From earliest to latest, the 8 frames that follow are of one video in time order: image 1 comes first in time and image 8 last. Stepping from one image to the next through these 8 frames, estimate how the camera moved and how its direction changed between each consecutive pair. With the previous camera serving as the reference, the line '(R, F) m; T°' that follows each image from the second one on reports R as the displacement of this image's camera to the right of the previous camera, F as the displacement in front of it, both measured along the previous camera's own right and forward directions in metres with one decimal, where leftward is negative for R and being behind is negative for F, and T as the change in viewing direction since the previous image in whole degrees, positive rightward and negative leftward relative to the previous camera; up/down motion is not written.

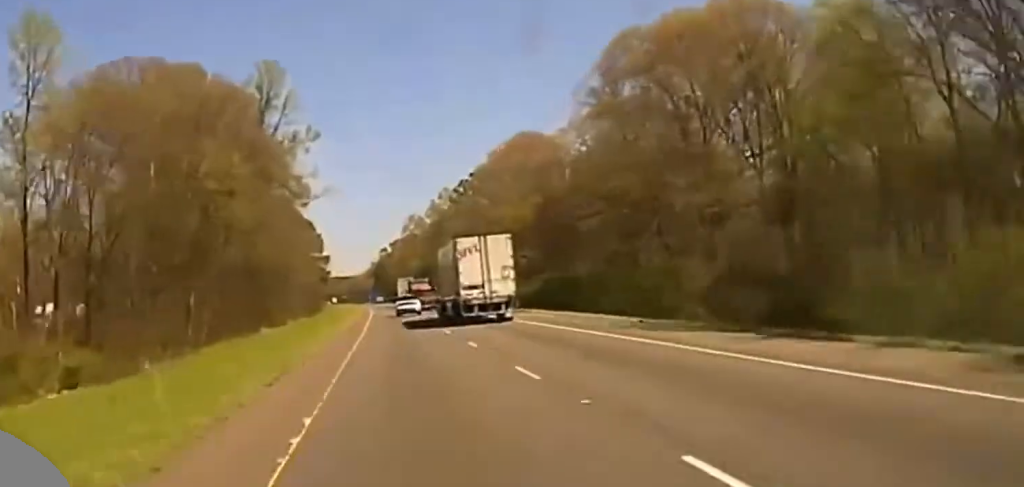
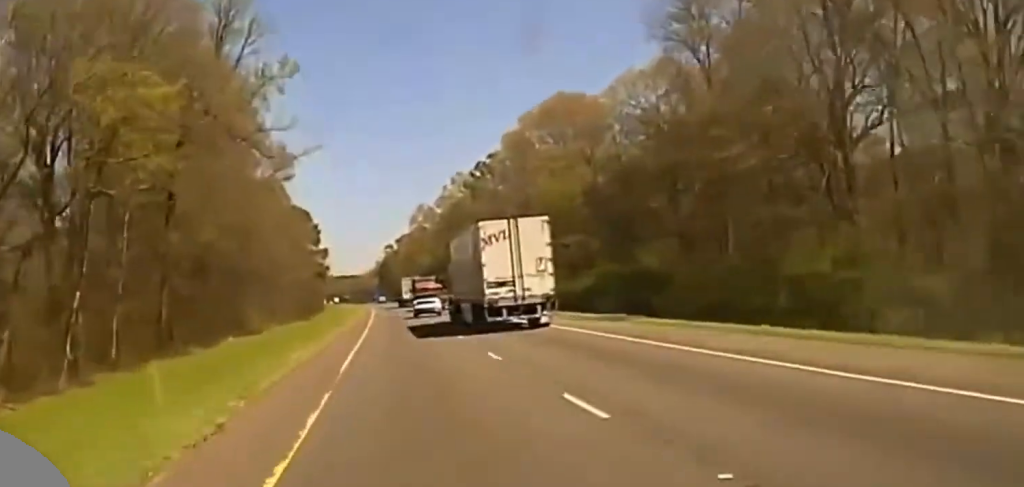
(-0.2, +30.1) m; 0°
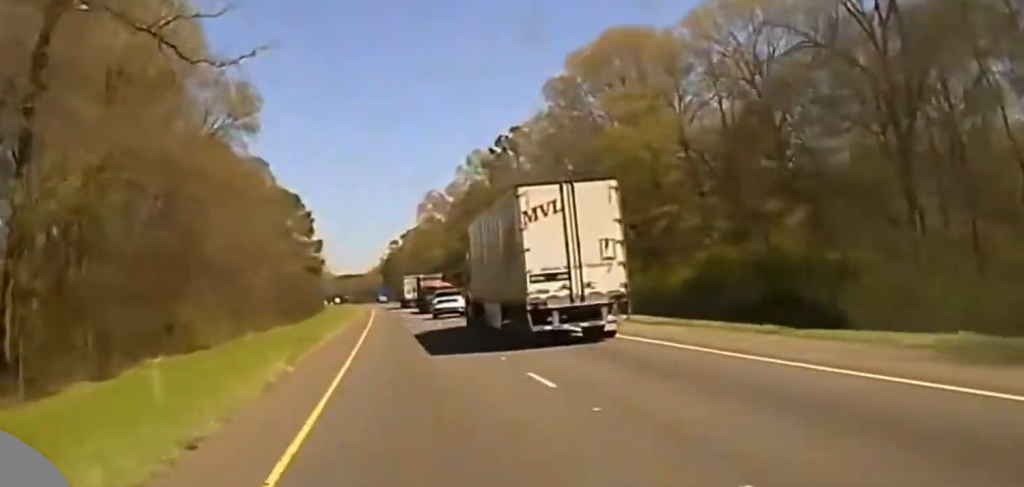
(-0.3, +30.4) m; 0°
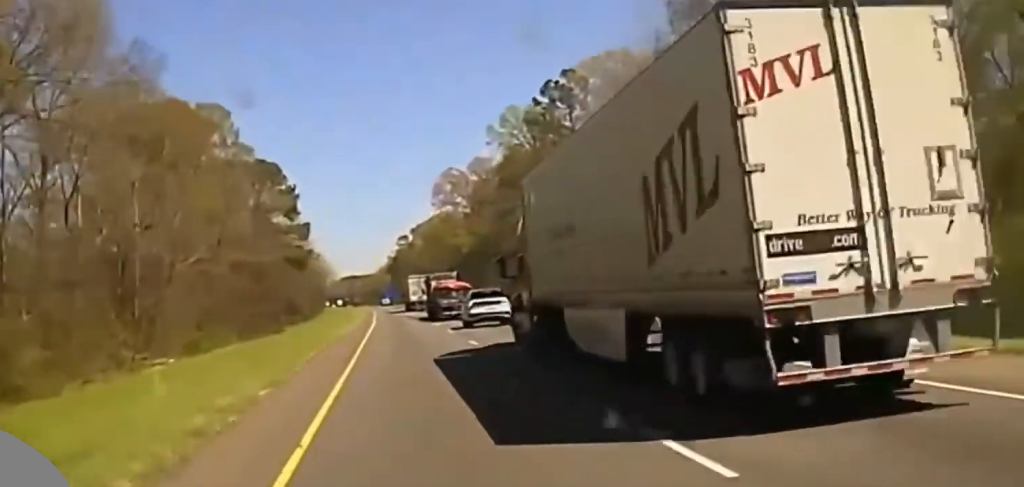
(+0.4, +42.5) m; 0°
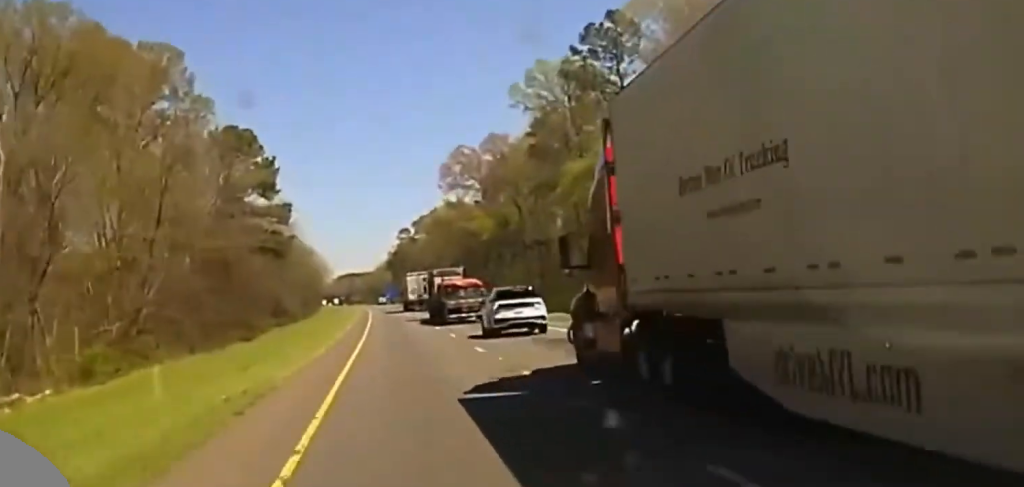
(-0.3, +27.0) m; 0°
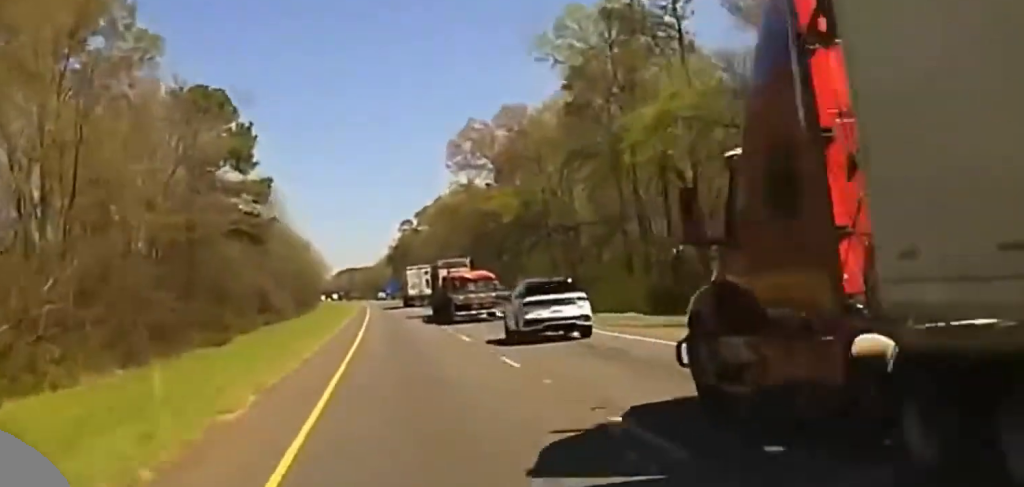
(-0.2, +20.7) m; 0°
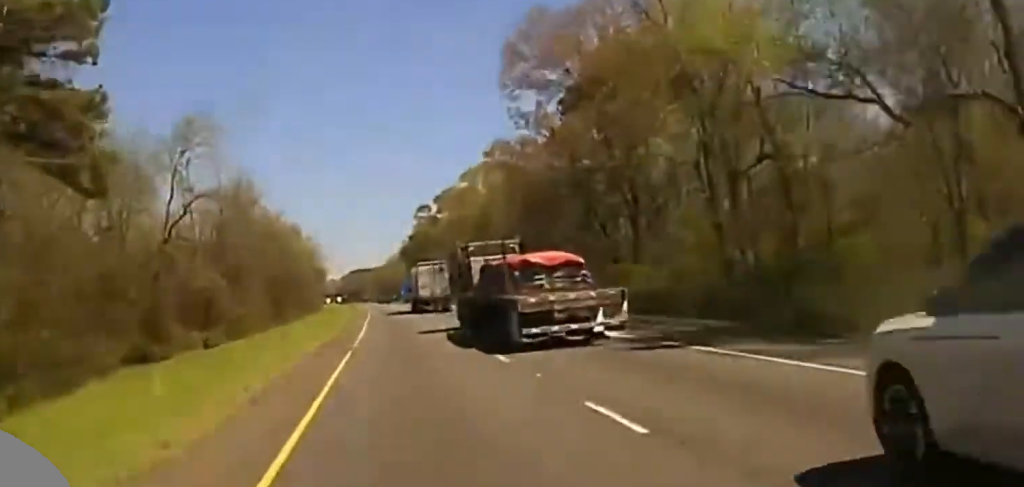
(-0.1, +61.6) m; -1°
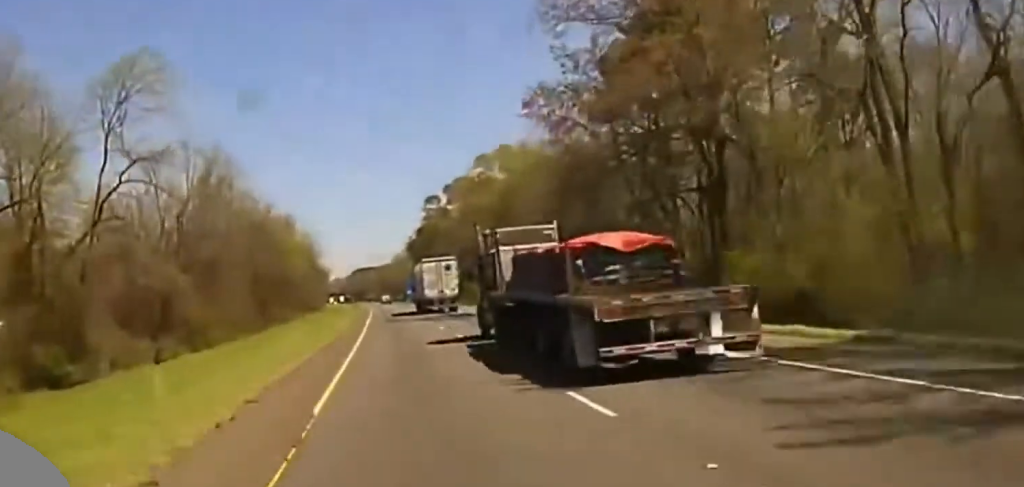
(-0.3, +25.7) m; 0°
